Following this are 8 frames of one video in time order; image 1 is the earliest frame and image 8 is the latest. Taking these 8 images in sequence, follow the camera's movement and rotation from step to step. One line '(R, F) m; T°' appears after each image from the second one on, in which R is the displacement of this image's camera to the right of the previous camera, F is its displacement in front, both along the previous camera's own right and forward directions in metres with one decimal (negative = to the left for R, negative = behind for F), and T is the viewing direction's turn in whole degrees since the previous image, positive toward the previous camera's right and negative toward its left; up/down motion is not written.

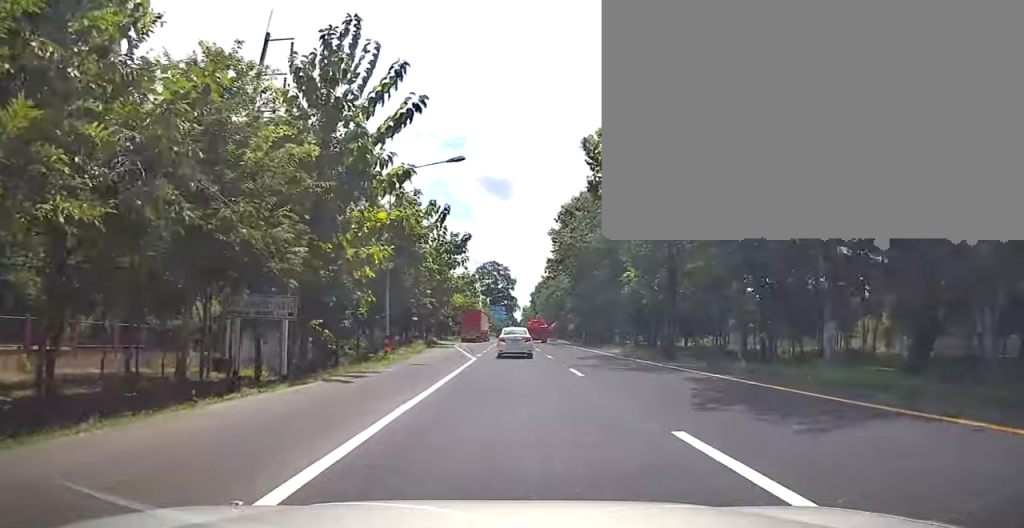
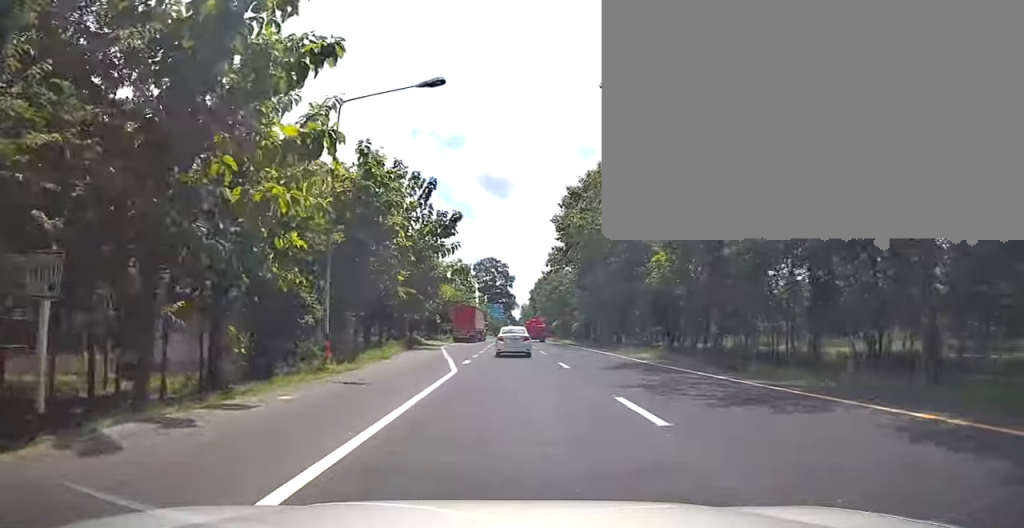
(-0.3, +8.6) m; 0°
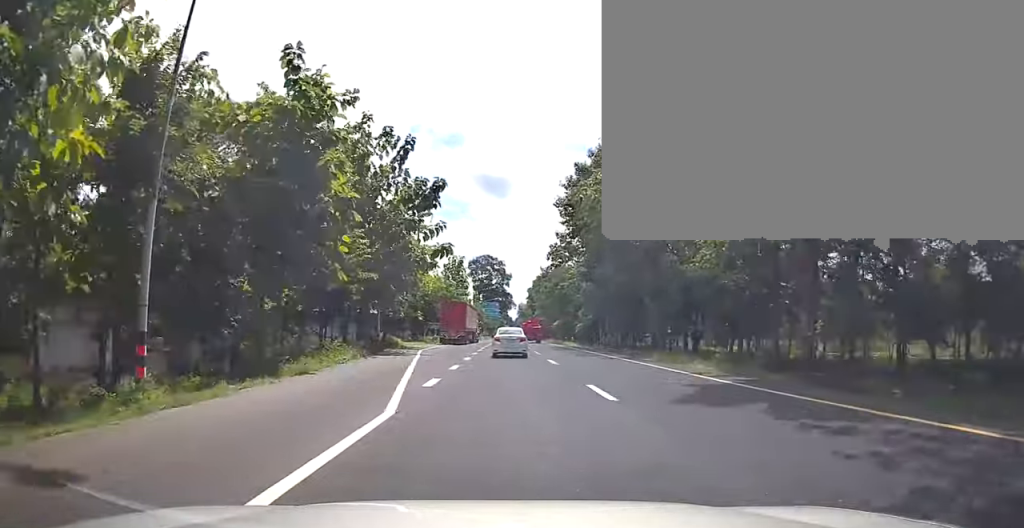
(+0.3, +9.2) m; +1°
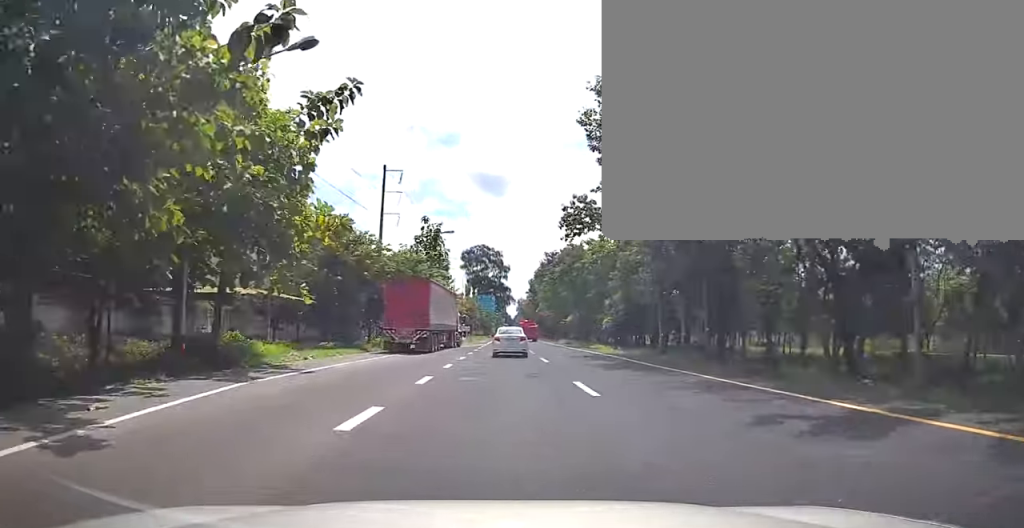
(+0.5, +23.7) m; +1°
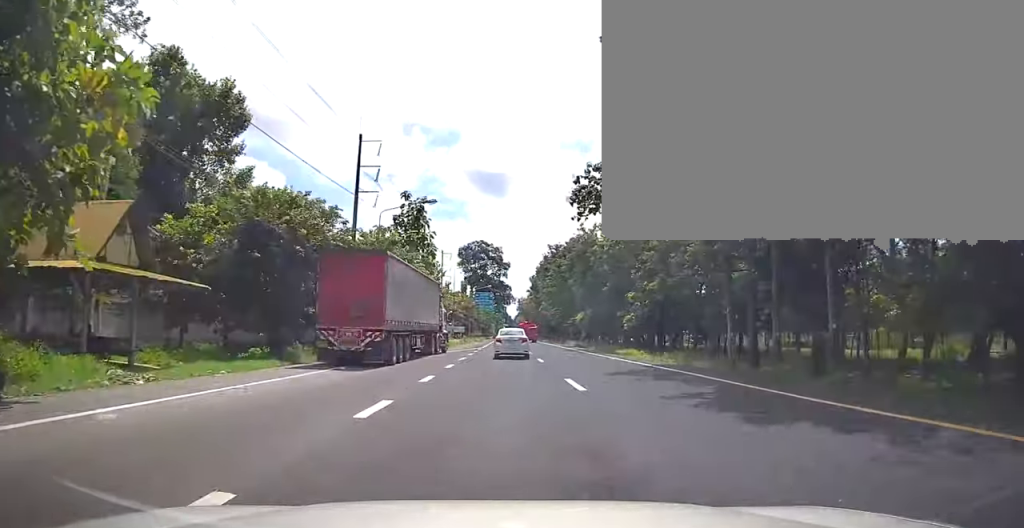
(+0.1, +10.6) m; -2°
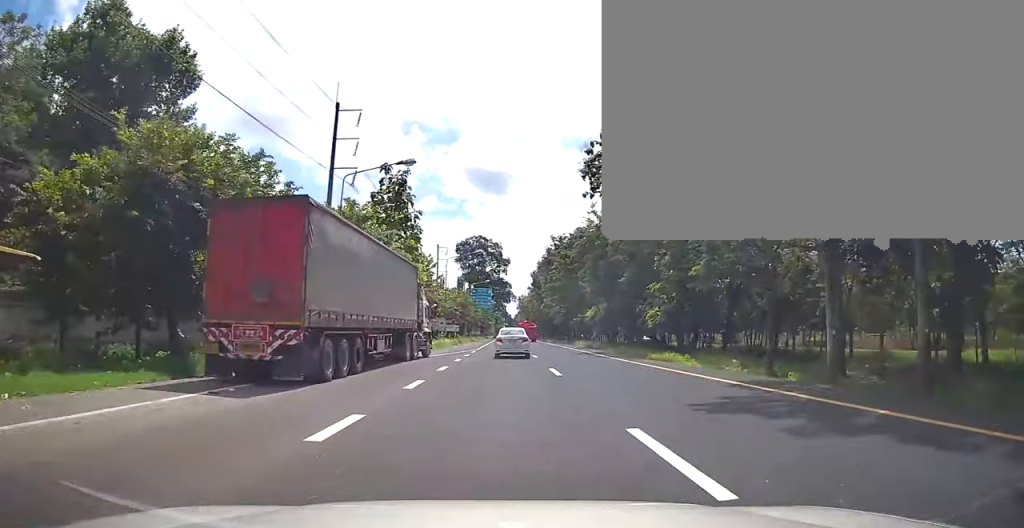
(-0.2, +7.8) m; 0°
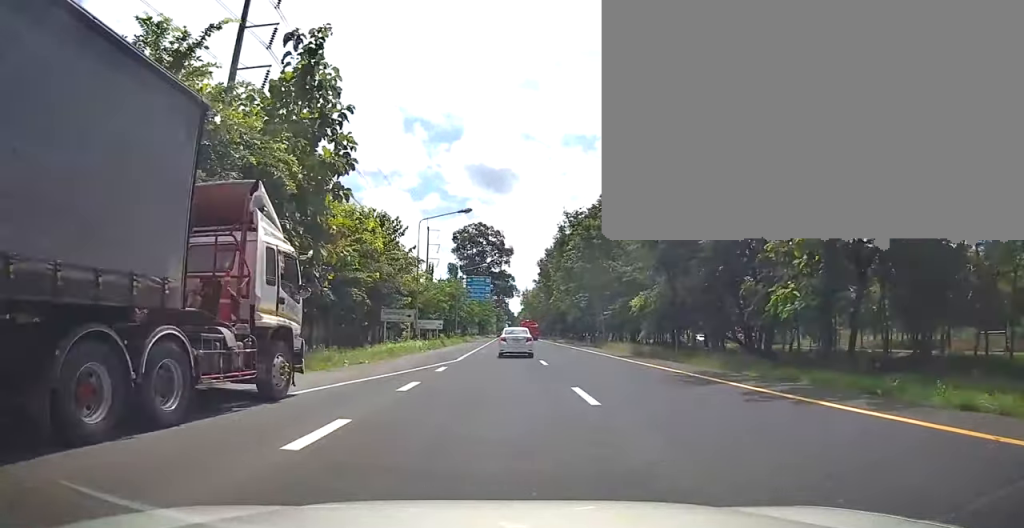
(+0.1, +18.7) m; 0°
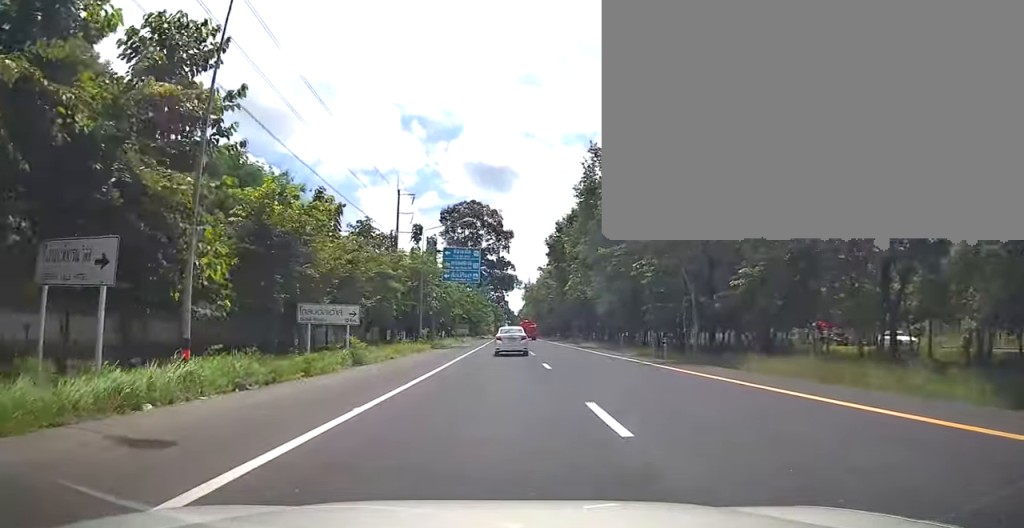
(-0.2, +27.3) m; +1°
